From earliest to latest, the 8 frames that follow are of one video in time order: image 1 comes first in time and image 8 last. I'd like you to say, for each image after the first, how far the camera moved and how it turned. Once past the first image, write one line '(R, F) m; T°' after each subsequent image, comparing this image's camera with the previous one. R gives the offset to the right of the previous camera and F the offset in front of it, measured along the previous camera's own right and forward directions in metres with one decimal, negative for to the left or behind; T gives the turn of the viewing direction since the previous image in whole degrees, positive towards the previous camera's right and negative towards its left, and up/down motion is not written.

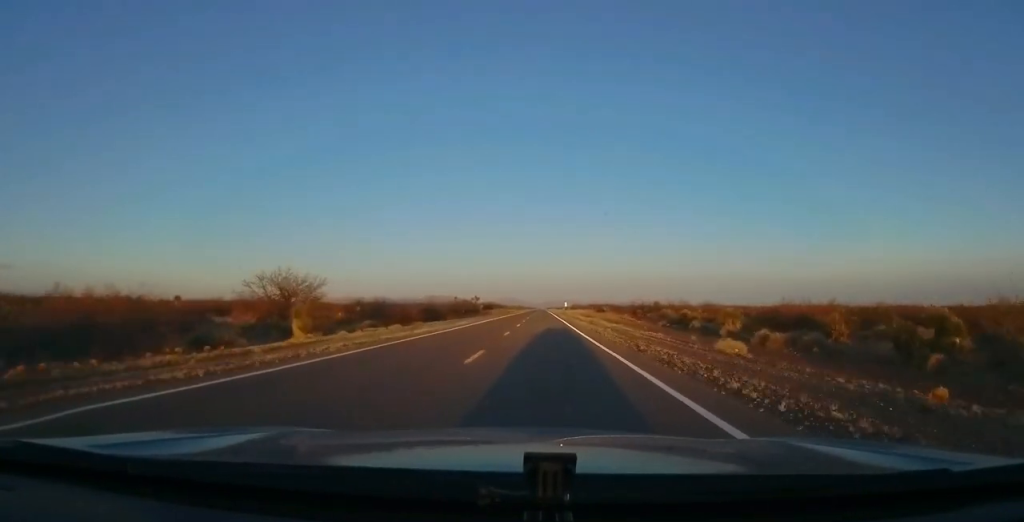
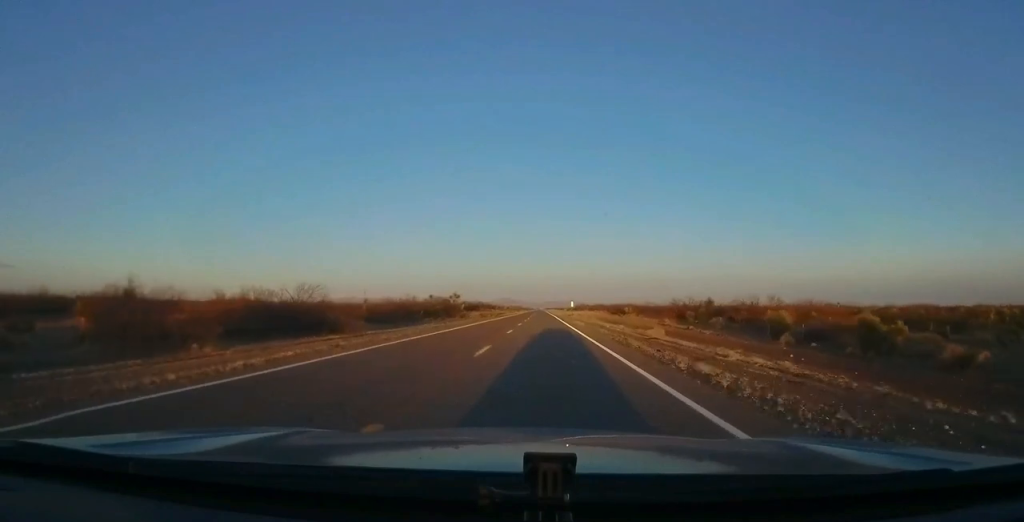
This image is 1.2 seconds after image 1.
(-0.5, +34.1) m; 0°
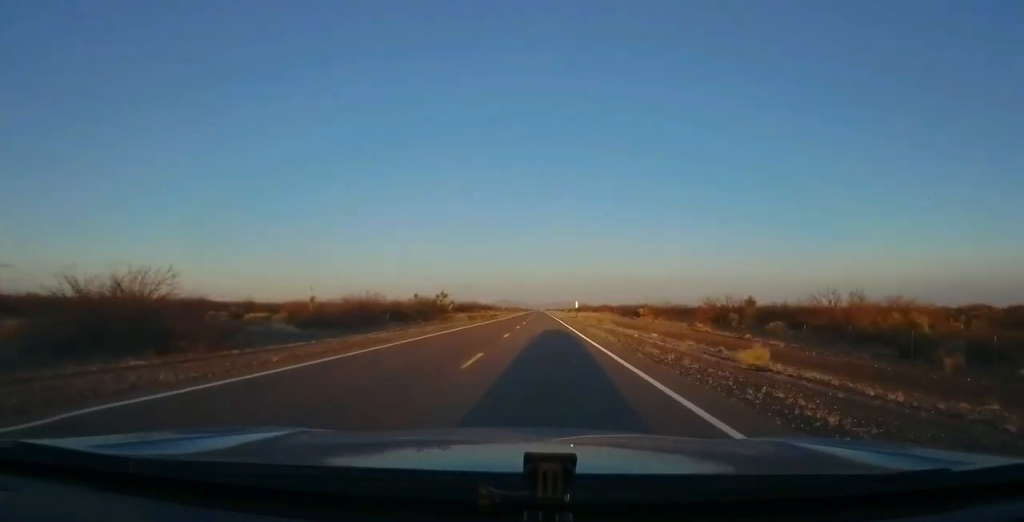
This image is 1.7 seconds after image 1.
(0.0, +14.6) m; 0°
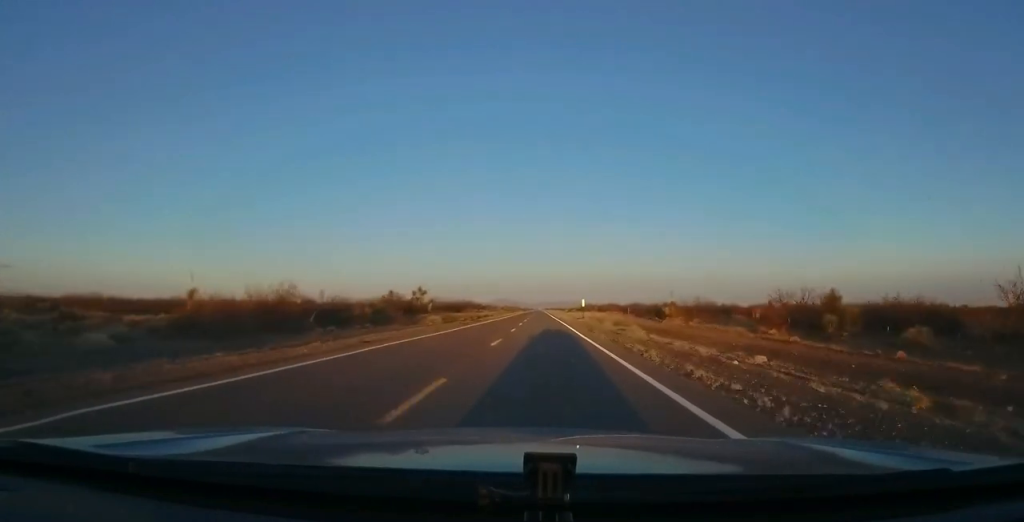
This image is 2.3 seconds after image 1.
(+0.4, +17.5) m; 0°
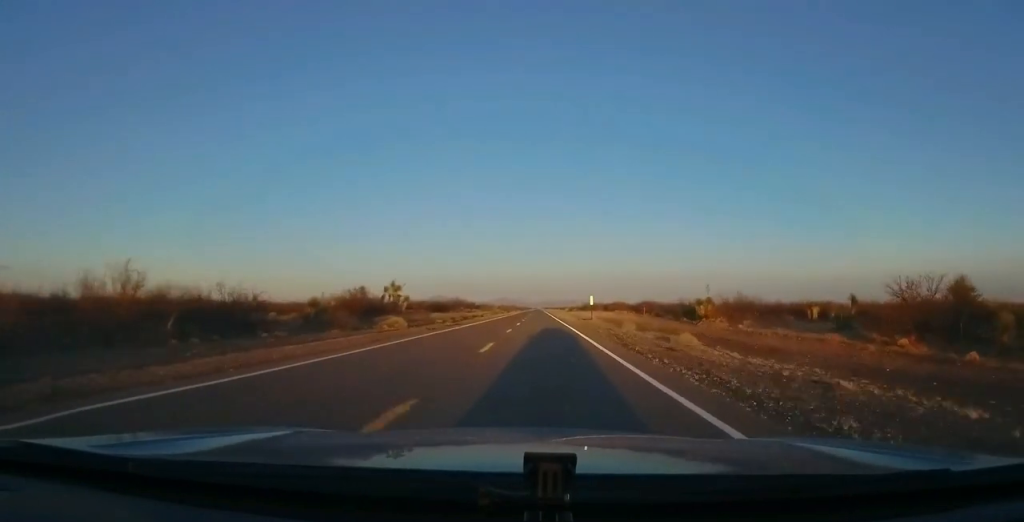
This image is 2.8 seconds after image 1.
(-0.1, +14.6) m; 0°
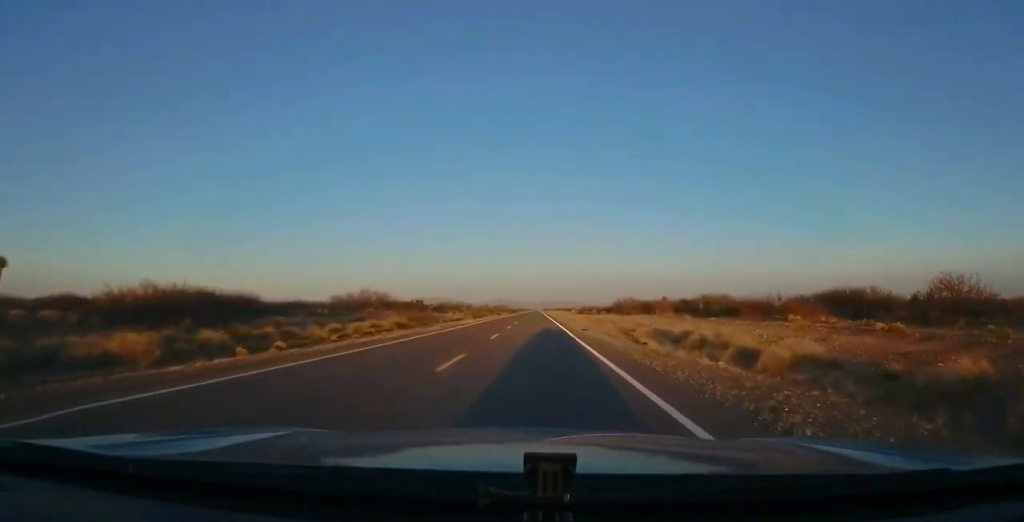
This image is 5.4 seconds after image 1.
(+0.8, +76.6) m; 0°
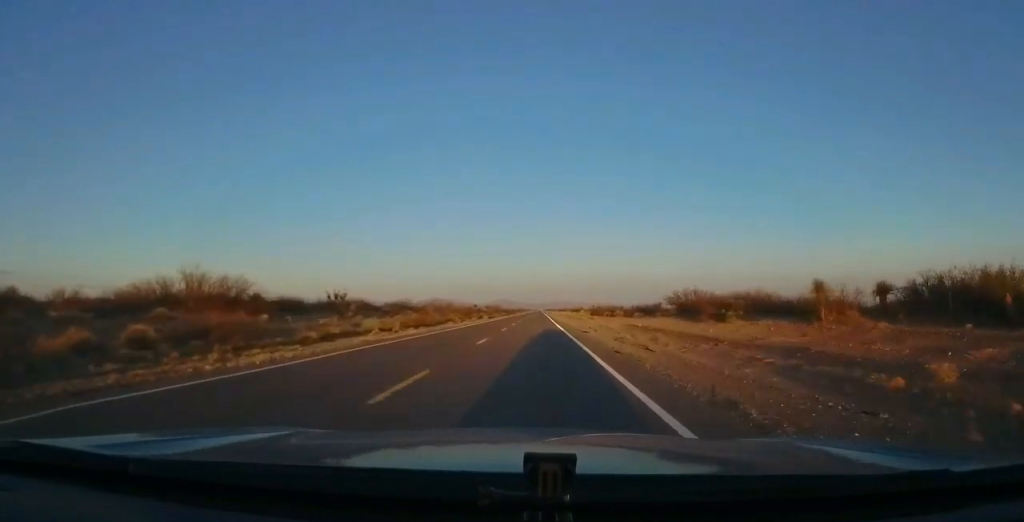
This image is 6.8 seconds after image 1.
(-0.4, +39.9) m; 0°
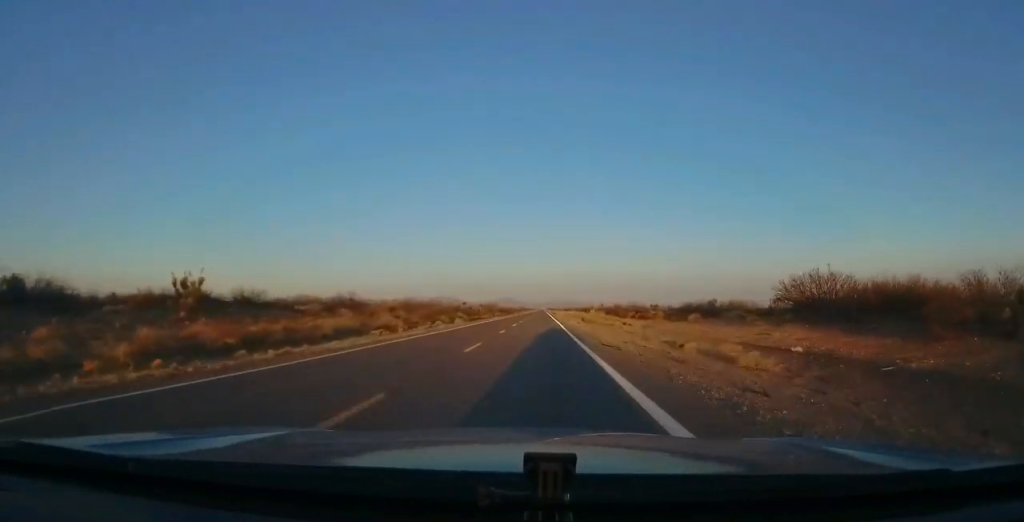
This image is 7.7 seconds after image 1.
(+0.2, +27.3) m; 0°
